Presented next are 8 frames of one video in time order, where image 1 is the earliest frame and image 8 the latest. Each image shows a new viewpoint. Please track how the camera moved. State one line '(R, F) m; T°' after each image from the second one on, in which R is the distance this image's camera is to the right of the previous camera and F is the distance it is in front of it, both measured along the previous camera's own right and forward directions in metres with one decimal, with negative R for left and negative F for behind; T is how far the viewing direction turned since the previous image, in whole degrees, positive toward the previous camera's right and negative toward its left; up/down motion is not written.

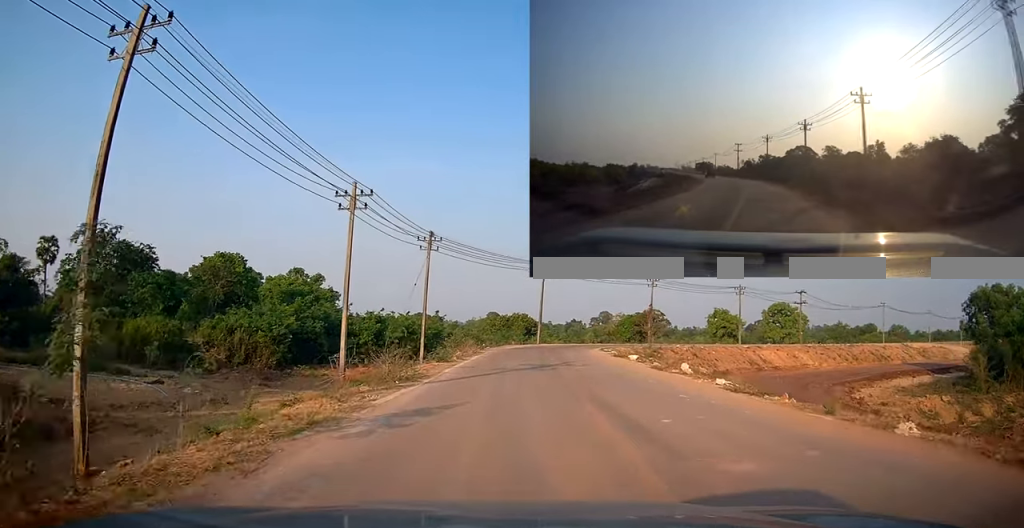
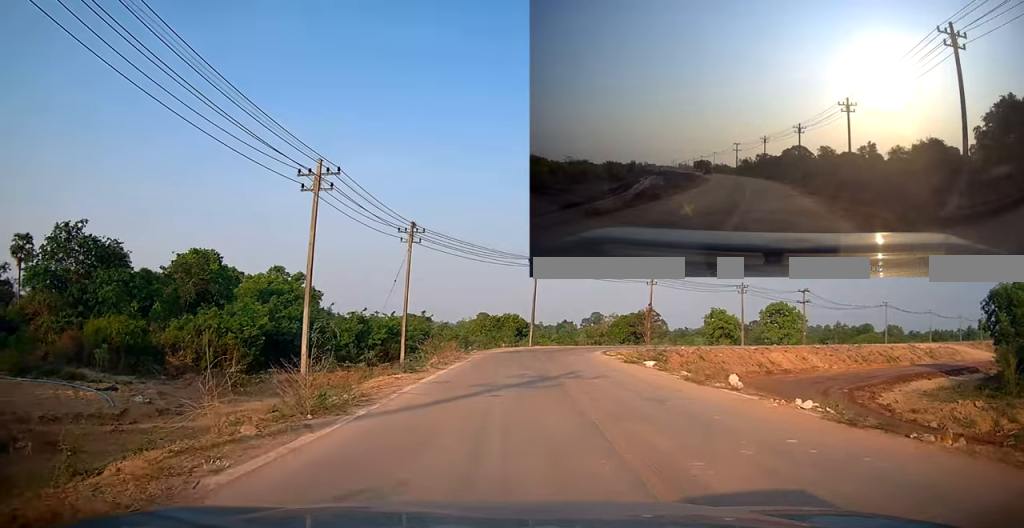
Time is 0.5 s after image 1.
(+0.1, +4.8) m; +1°
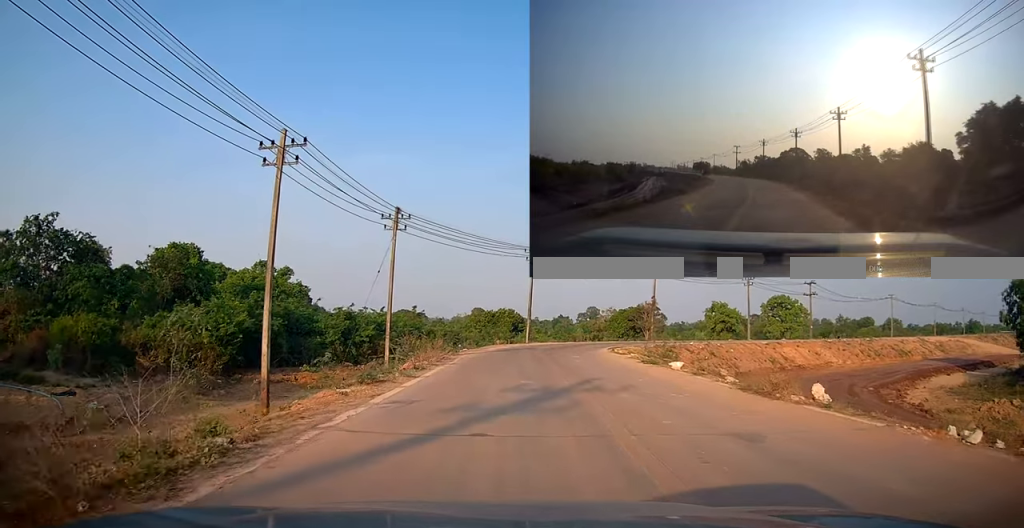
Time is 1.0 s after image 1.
(0.0, +4.2) m; +1°
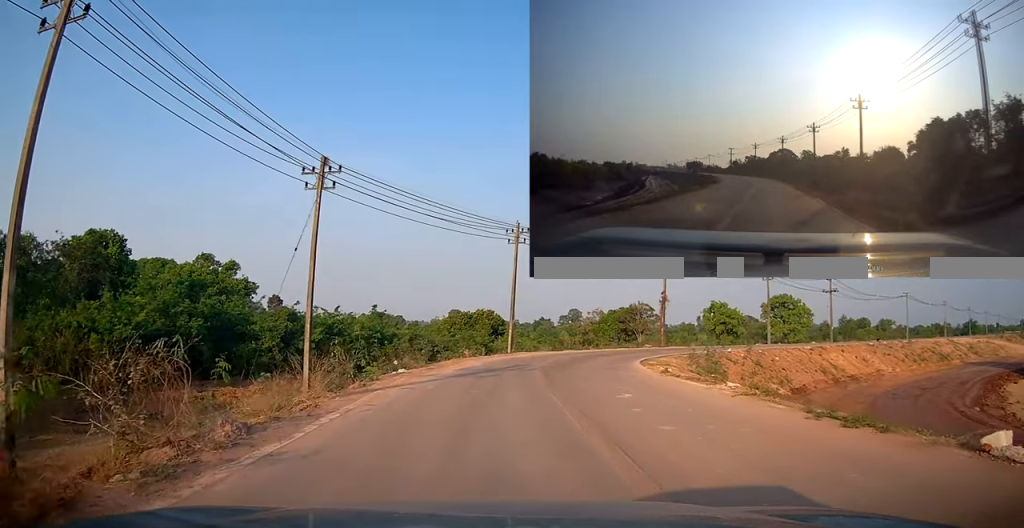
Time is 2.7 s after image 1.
(+0.4, +13.2) m; +3°
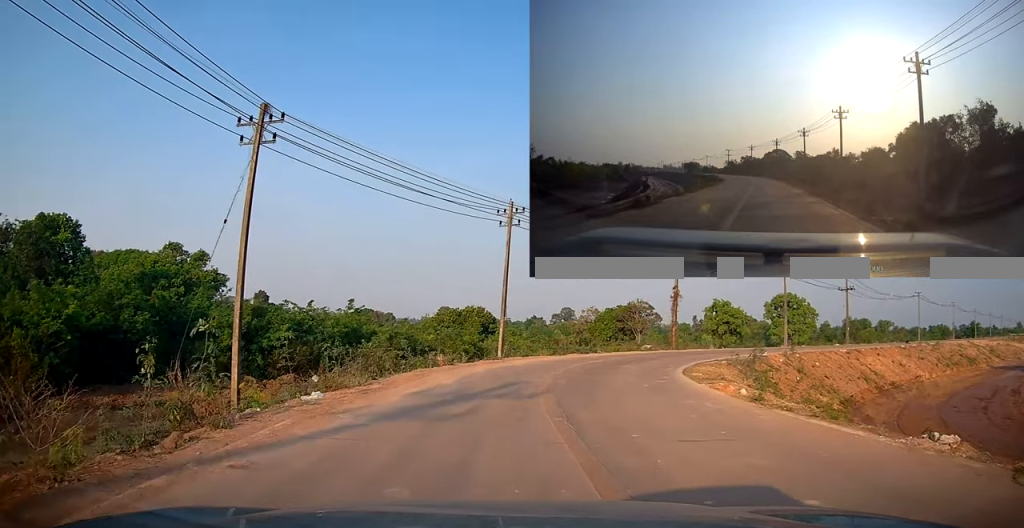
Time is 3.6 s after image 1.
(+0.1, +7.1) m; +2°
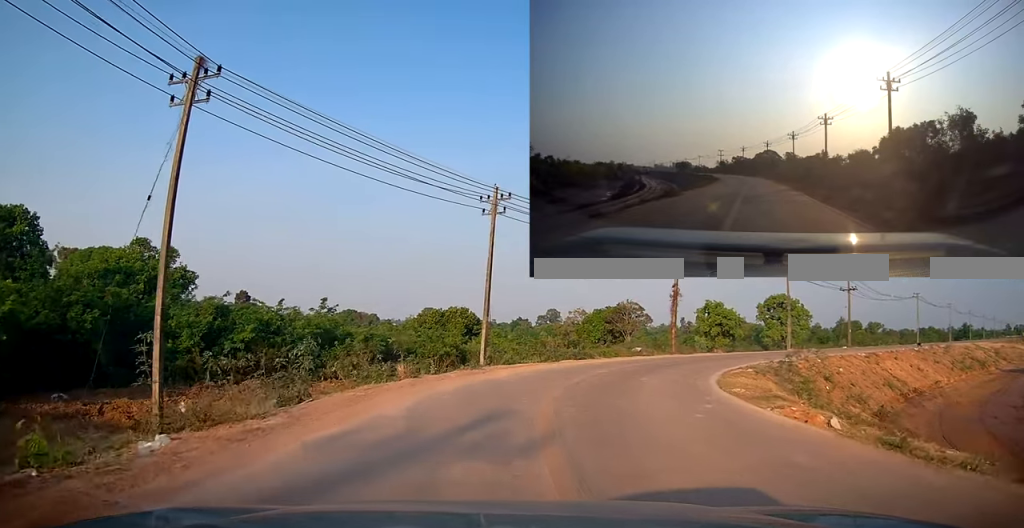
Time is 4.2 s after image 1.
(0.0, +4.4) m; +2°
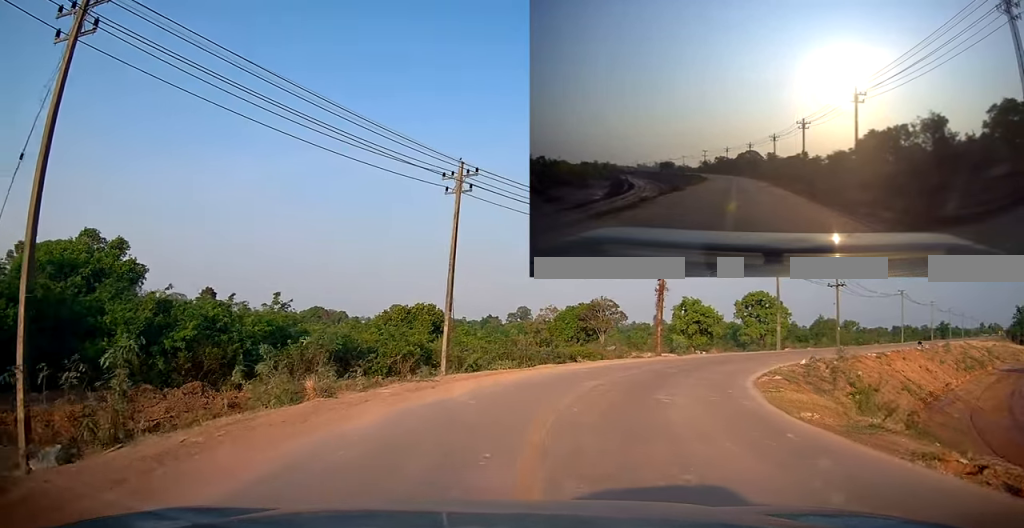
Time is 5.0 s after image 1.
(+0.2, +4.6) m; +4°
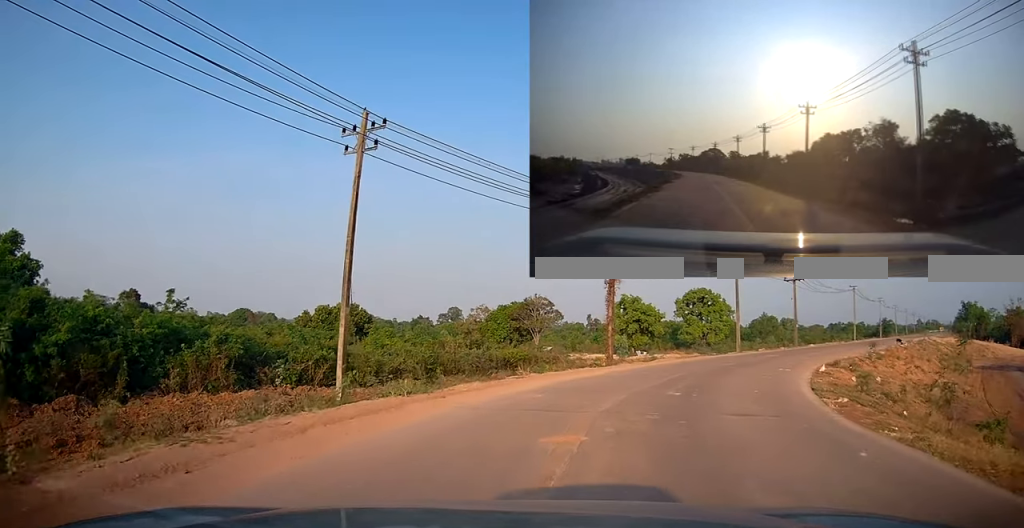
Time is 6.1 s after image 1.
(+0.3, +6.6) m; +9°
